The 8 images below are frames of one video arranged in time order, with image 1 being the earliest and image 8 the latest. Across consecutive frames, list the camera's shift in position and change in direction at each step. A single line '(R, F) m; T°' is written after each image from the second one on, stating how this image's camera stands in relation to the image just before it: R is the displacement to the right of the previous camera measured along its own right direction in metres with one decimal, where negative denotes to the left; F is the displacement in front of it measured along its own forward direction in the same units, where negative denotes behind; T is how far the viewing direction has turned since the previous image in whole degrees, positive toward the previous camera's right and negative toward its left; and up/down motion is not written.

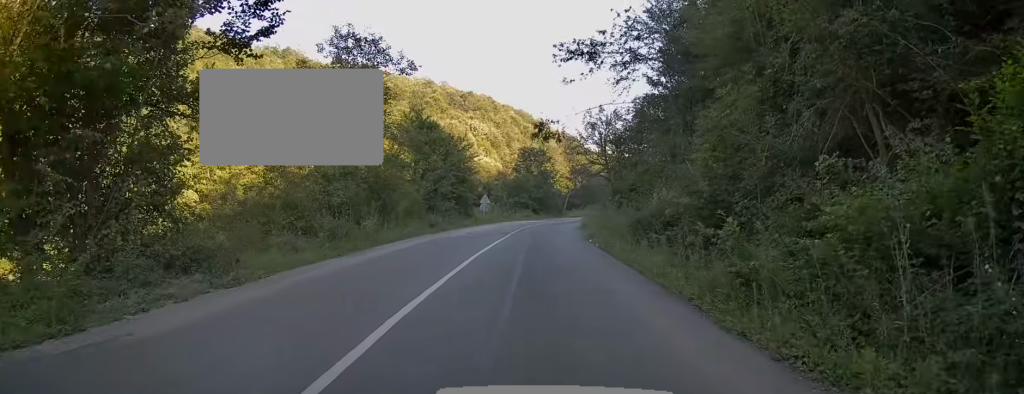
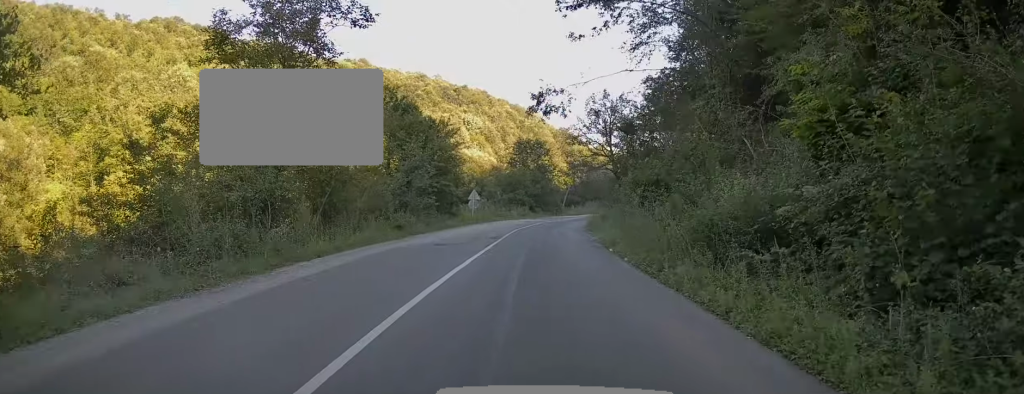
(+0.1, +6.8) m; +1°
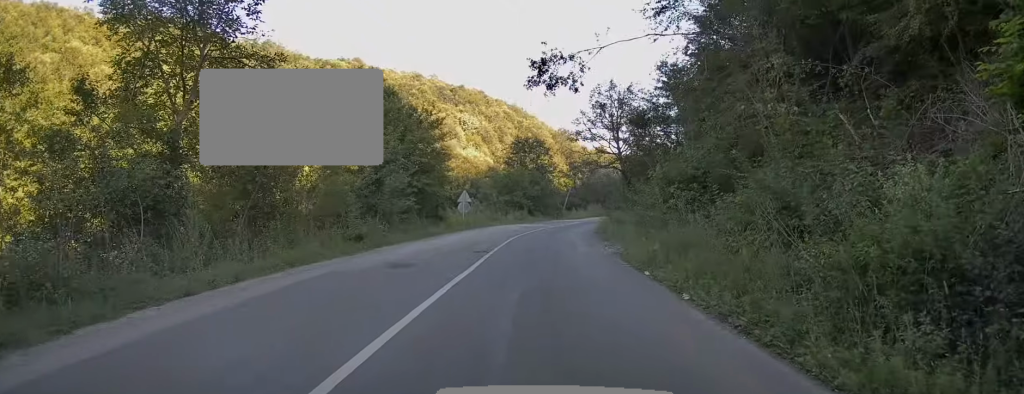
(0.0, +5.8) m; 0°
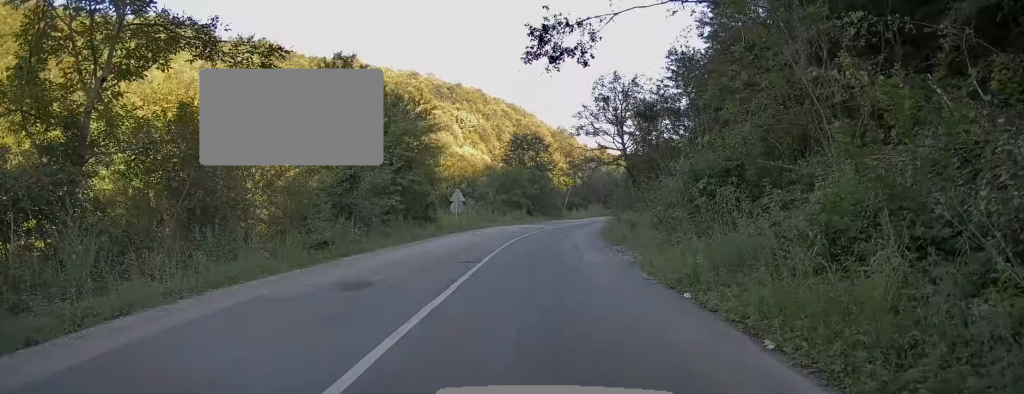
(0.0, +3.3) m; 0°
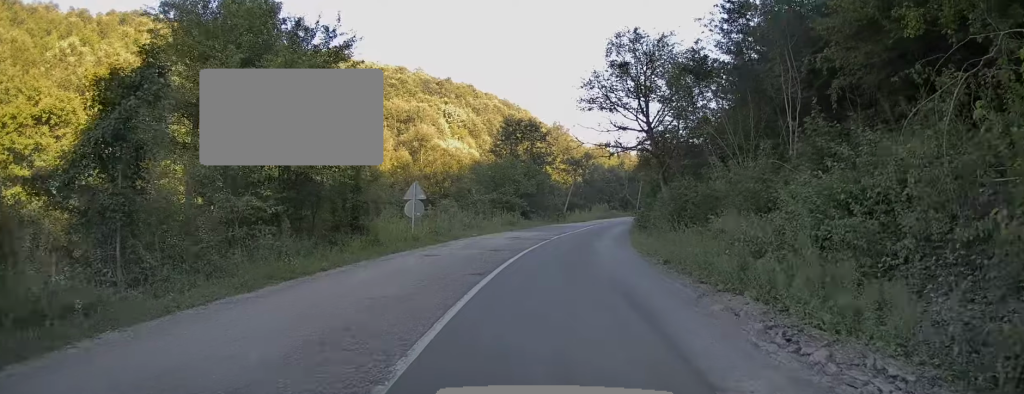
(+0.2, +11.9) m; +2°
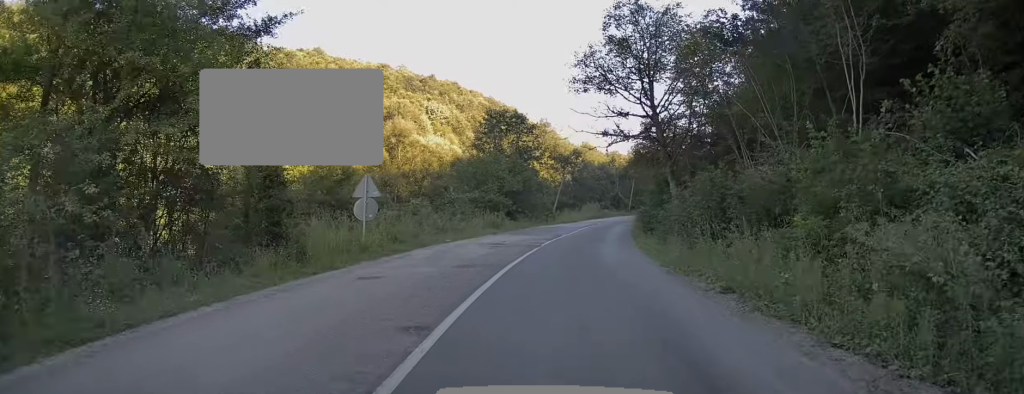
(0.0, +5.3) m; +1°
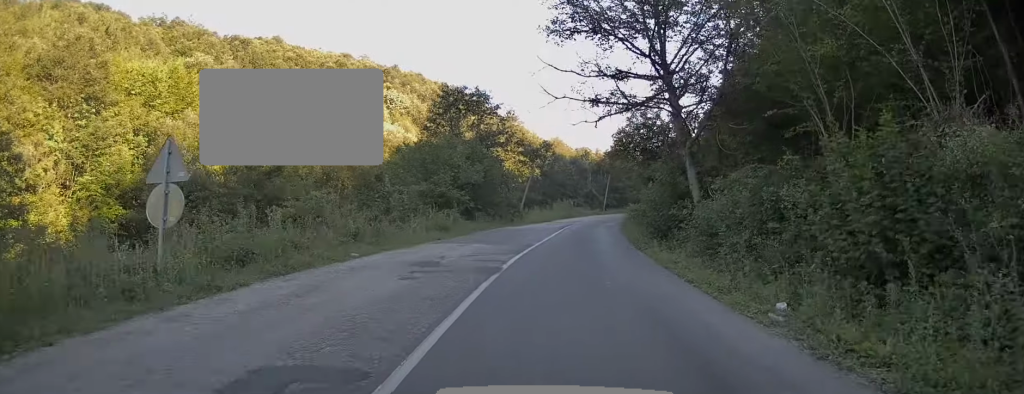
(+0.2, +9.1) m; +2°
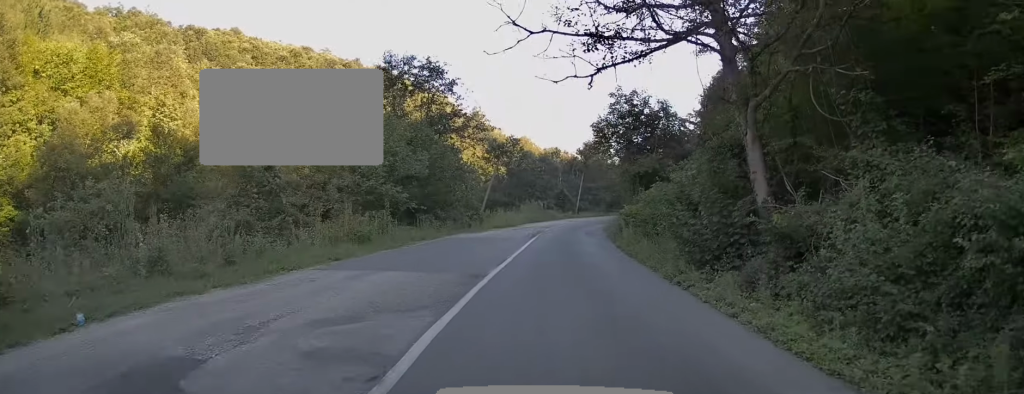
(+0.2, +8.8) m; +2°
